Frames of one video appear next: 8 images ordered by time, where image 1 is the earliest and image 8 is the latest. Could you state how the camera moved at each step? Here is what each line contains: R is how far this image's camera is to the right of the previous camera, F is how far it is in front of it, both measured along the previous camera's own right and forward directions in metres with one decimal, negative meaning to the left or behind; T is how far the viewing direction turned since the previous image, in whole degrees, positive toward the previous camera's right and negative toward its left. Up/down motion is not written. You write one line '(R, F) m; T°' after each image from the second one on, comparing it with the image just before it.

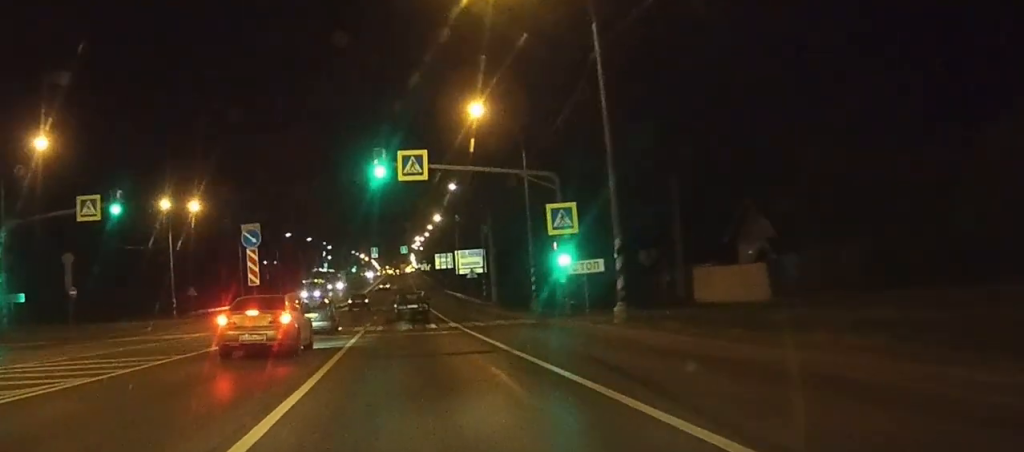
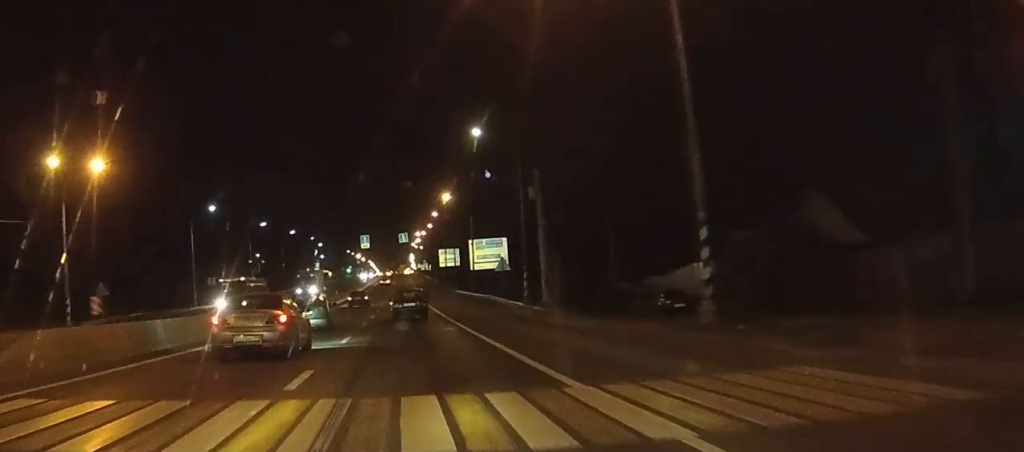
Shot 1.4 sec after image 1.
(0.0, +28.4) m; 0°
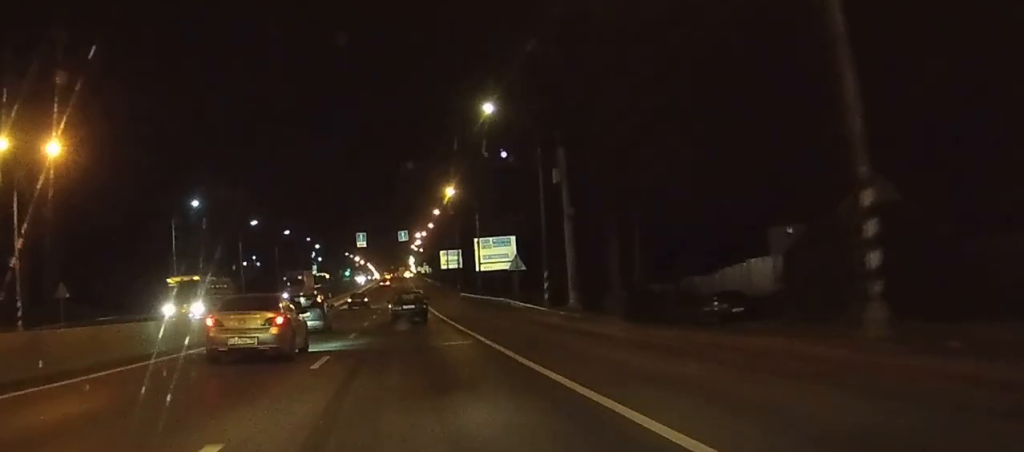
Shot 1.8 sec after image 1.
(0.0, +7.9) m; 0°
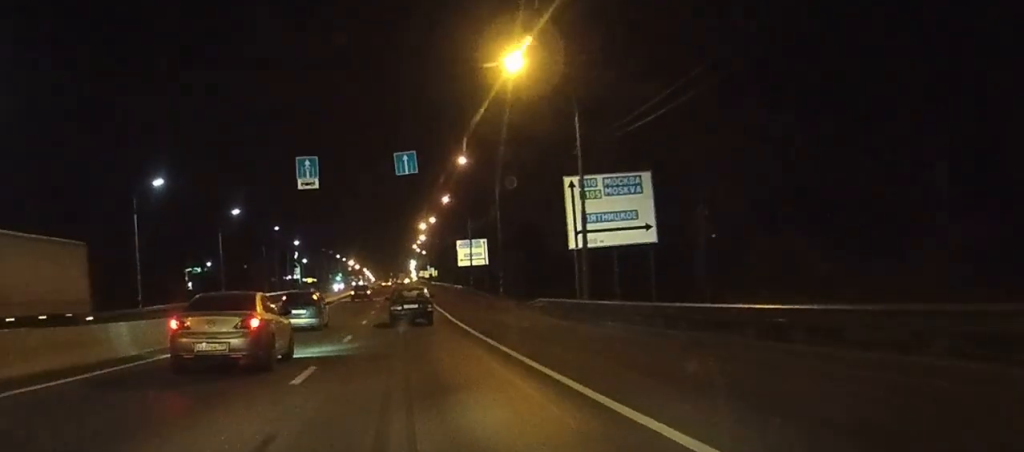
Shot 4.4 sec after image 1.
(0.0, +50.3) m; 0°
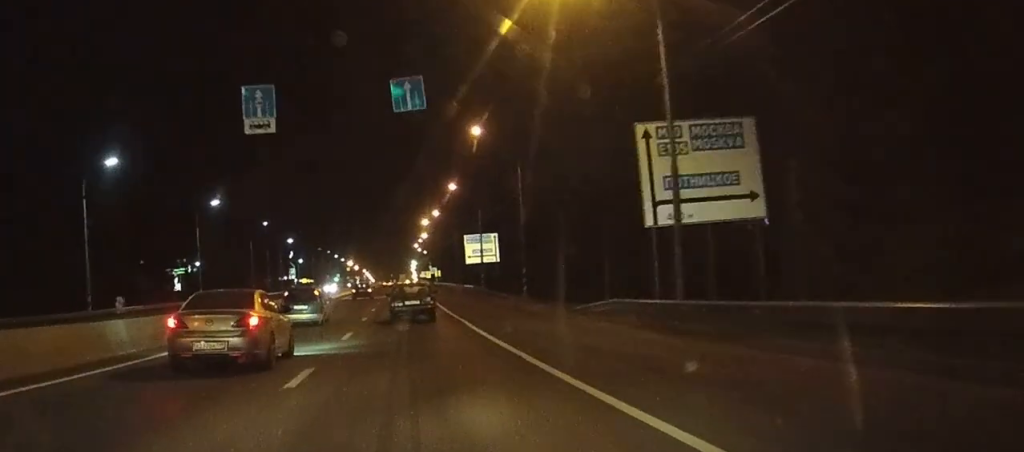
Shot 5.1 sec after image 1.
(0.0, +12.9) m; 0°
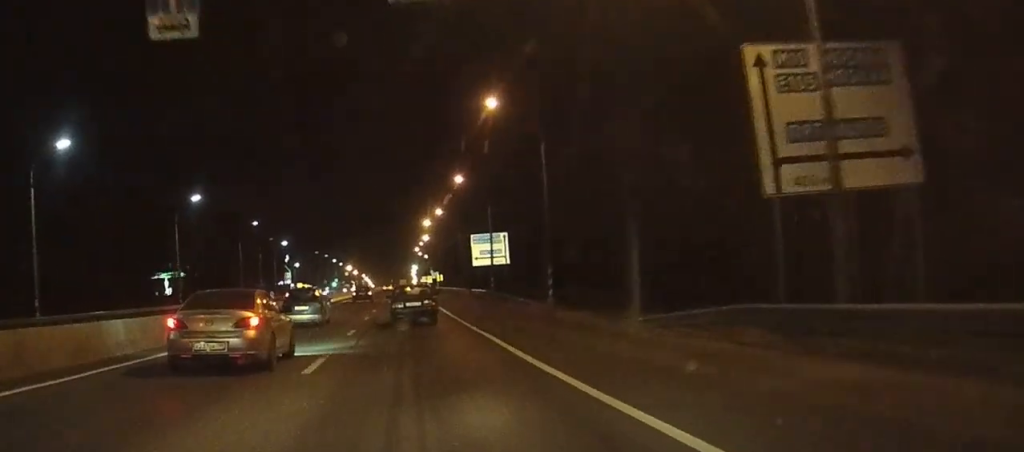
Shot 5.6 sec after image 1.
(0.0, +9.7) m; 0°
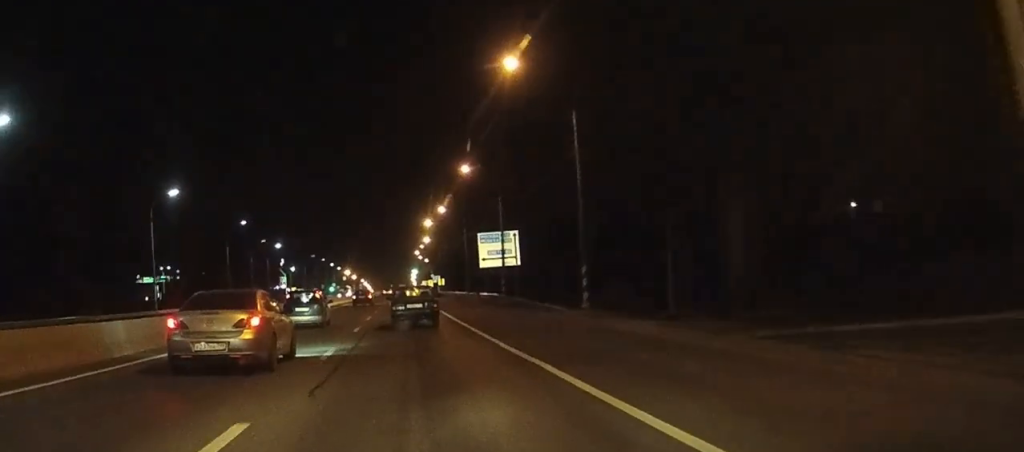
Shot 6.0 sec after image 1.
(0.0, +9.0) m; 0°
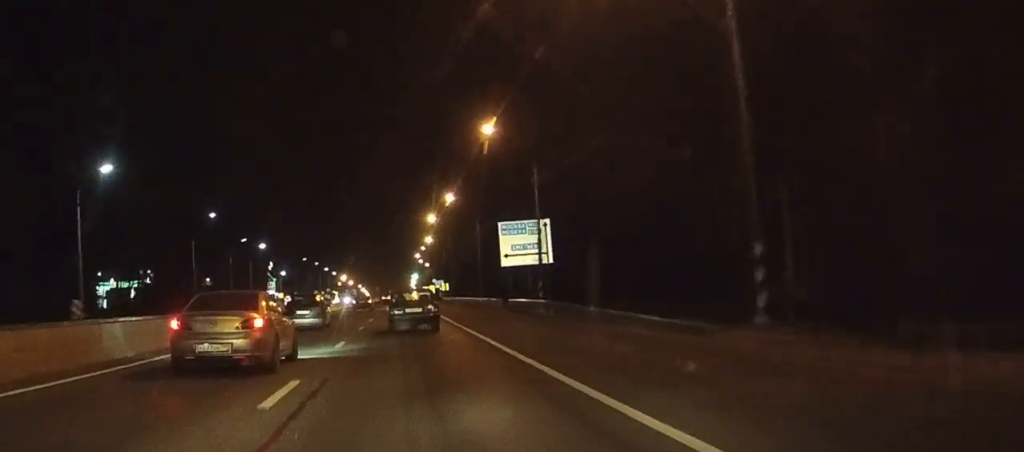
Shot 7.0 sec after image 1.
(0.0, +19.2) m; 0°
